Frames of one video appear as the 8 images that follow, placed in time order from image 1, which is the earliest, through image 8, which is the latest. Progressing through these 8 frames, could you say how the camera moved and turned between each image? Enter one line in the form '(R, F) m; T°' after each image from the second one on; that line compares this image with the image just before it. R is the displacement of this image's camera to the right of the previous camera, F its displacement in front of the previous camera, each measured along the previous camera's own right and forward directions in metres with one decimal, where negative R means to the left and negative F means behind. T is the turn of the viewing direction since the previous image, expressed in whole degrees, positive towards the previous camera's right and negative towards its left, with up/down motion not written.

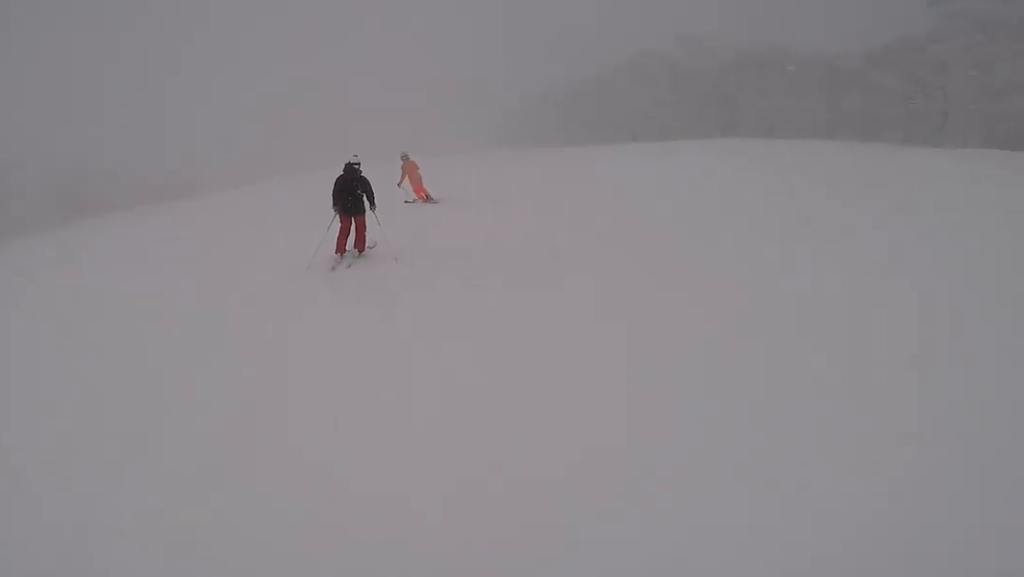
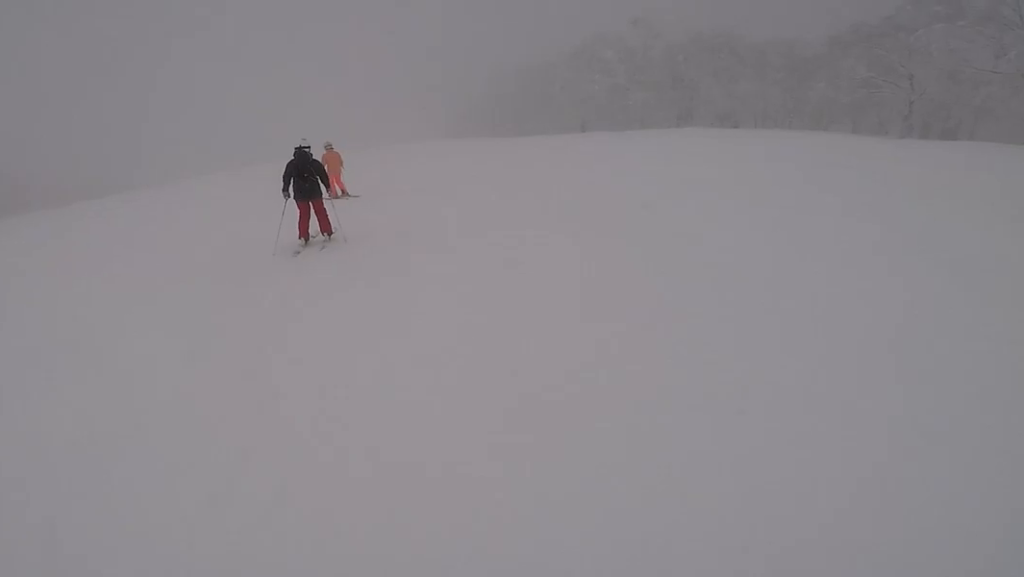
(+0.1, +2.6) m; +1°
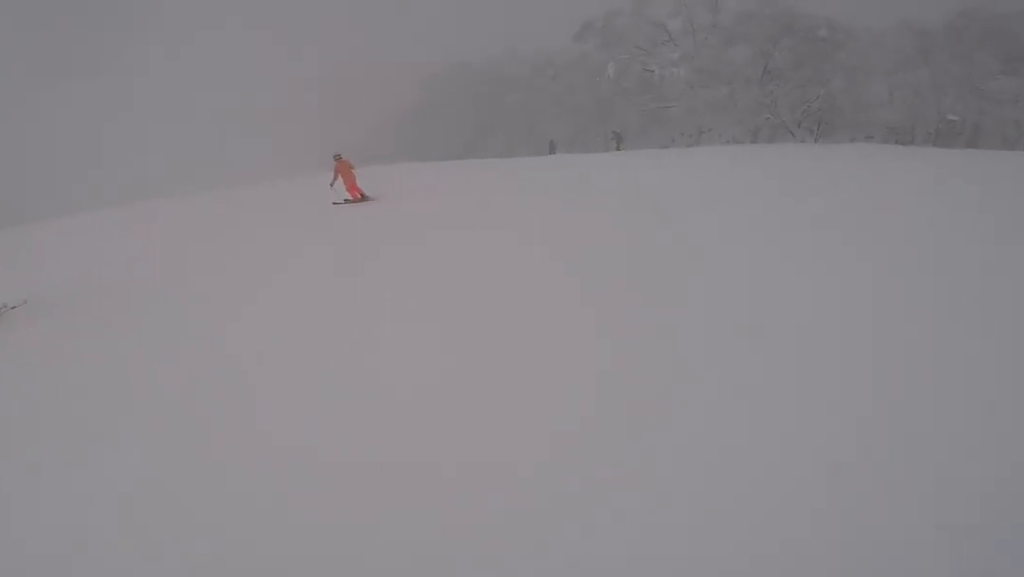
(+3.6, +17.7) m; +22°
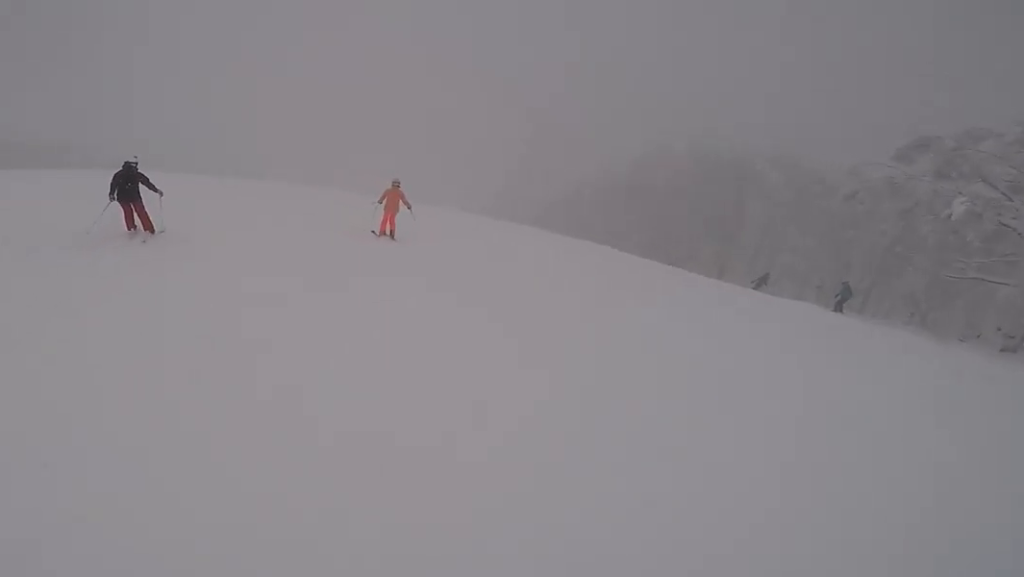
(-0.7, +4.9) m; -10°
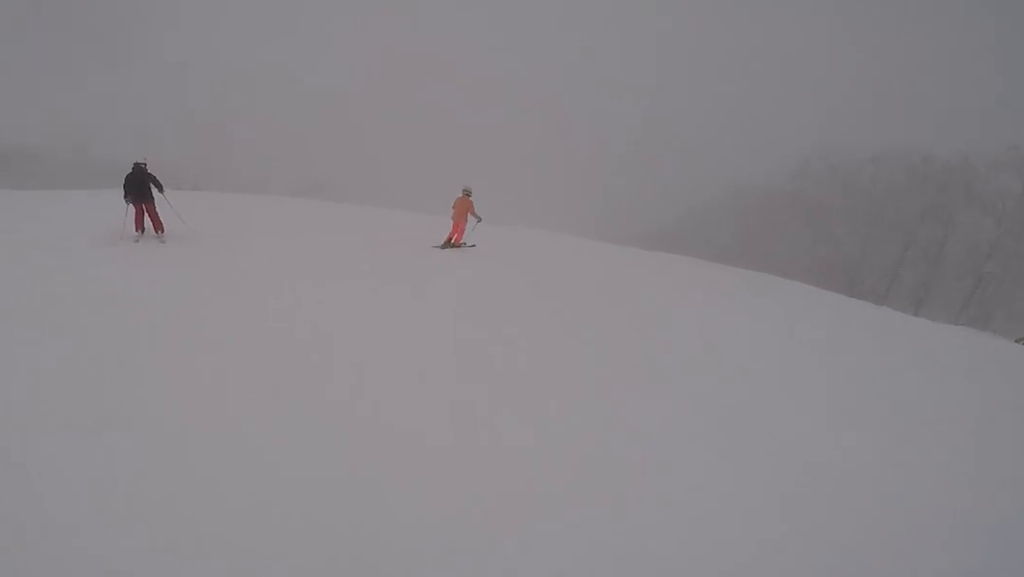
(-1.0, +7.5) m; -10°
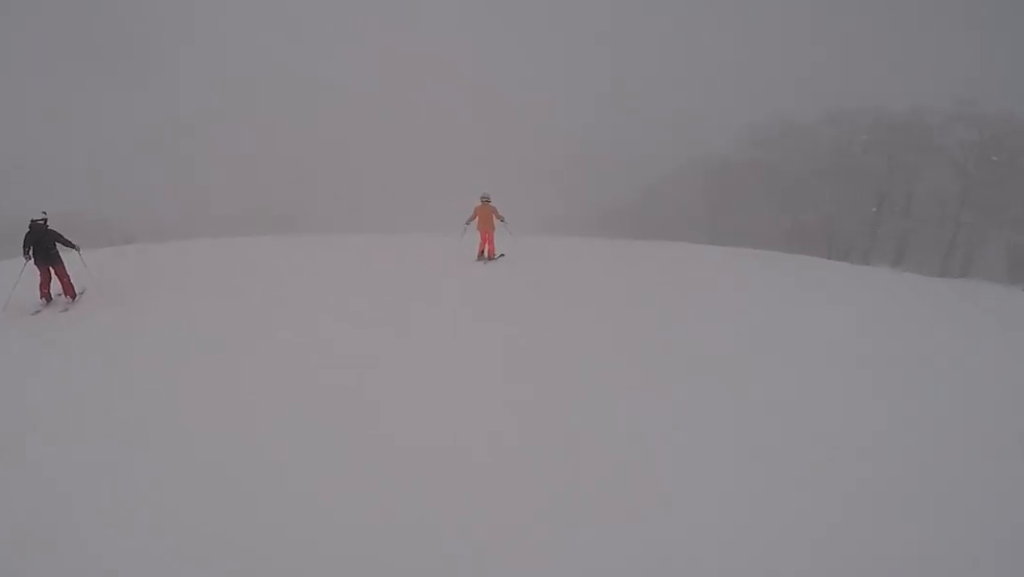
(0.0, +2.5) m; +1°
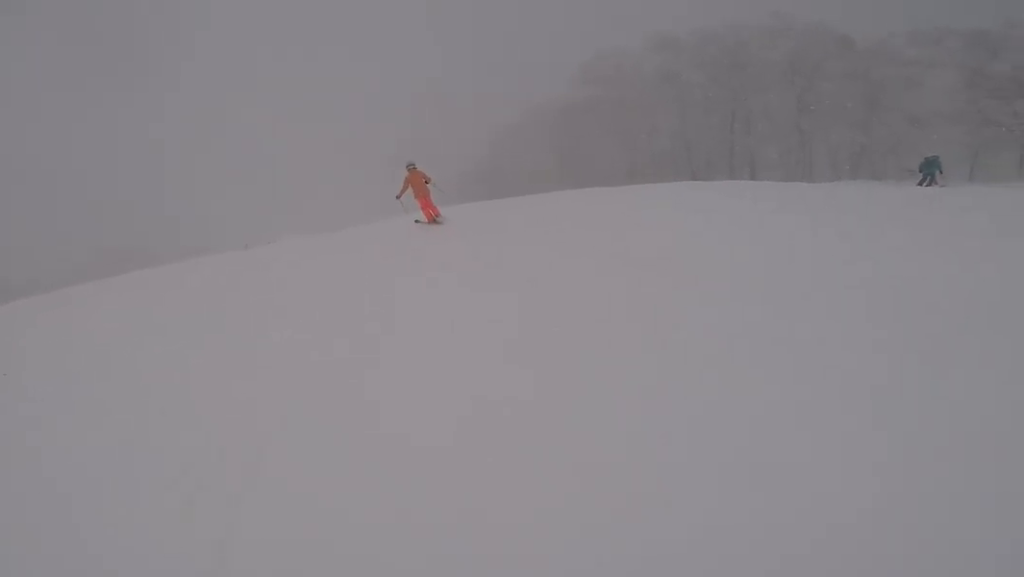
(-0.1, +4.0) m; +3°
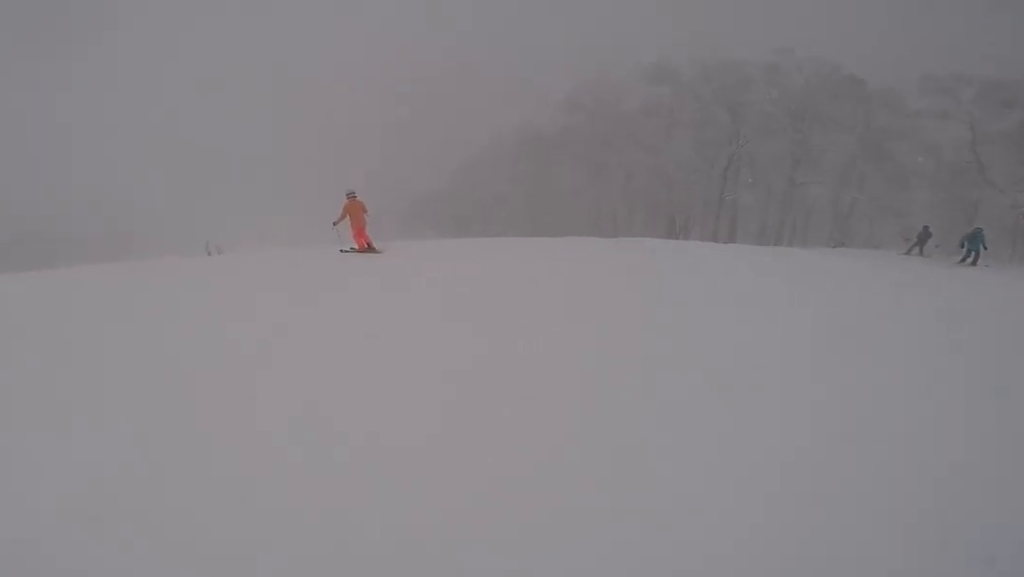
(+0.3, +3.8) m; 0°
